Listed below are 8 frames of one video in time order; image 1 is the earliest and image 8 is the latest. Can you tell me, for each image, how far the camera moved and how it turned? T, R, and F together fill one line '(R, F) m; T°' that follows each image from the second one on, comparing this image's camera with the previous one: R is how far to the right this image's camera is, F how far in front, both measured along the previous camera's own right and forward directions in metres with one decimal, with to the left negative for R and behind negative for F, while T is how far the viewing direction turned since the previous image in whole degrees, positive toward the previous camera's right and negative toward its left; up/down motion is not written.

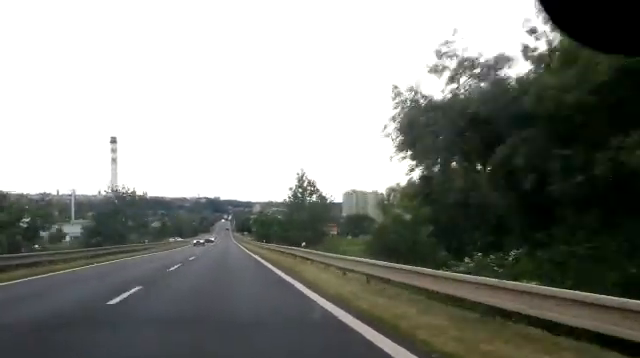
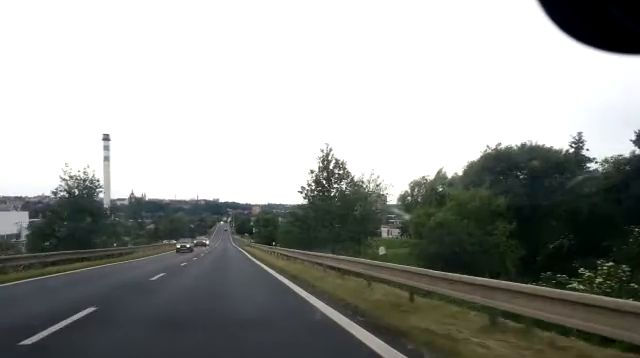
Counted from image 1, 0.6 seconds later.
(+0.3, +12.2) m; 0°
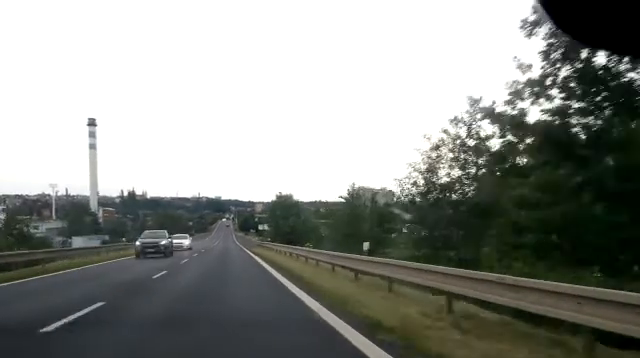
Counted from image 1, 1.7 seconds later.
(-0.1, +25.2) m; -1°
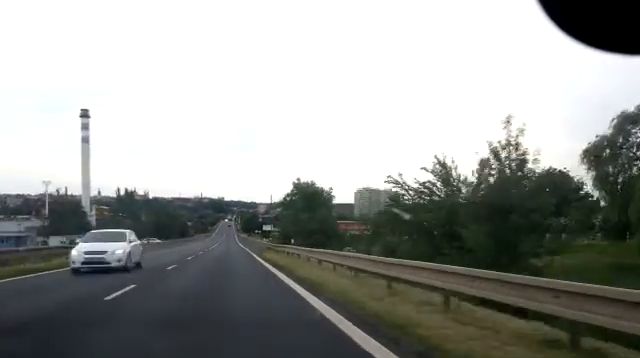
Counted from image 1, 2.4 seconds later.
(-0.1, +14.6) m; 0°
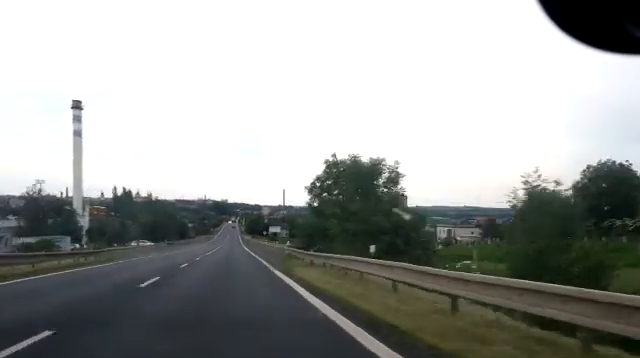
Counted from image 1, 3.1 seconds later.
(-0.1, +14.7) m; 0°
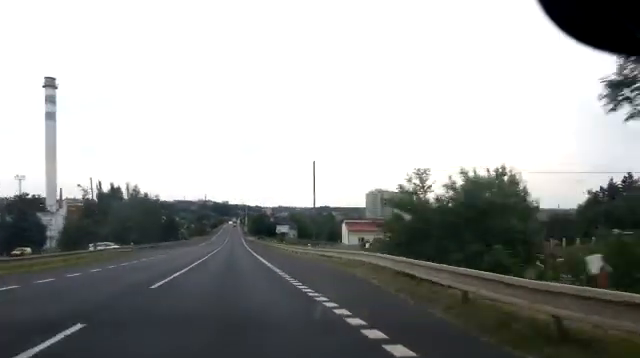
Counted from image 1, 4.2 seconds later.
(-0.2, +26.0) m; -1°
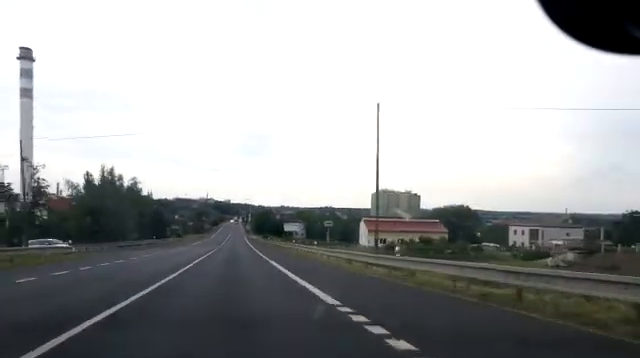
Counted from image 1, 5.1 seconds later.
(-0.2, +19.5) m; -1°
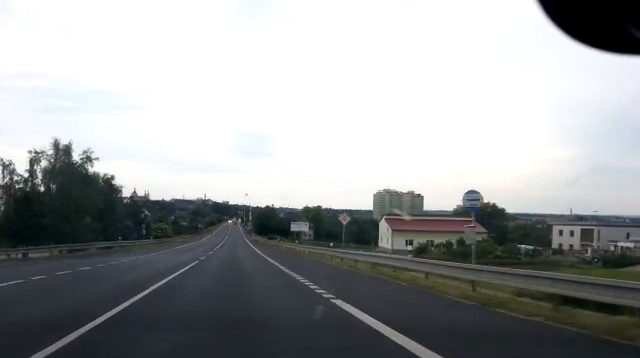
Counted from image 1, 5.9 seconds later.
(-0.1, +18.8) m; +1°
